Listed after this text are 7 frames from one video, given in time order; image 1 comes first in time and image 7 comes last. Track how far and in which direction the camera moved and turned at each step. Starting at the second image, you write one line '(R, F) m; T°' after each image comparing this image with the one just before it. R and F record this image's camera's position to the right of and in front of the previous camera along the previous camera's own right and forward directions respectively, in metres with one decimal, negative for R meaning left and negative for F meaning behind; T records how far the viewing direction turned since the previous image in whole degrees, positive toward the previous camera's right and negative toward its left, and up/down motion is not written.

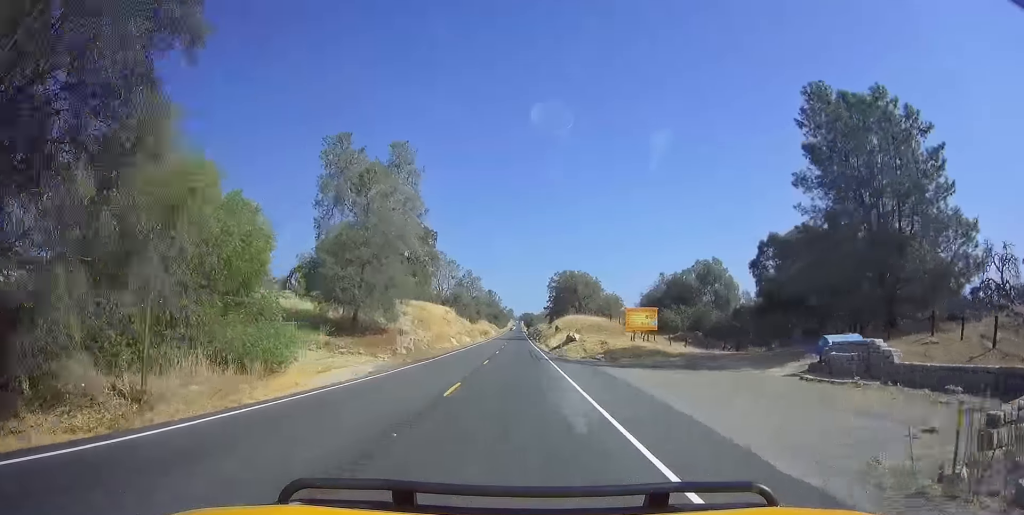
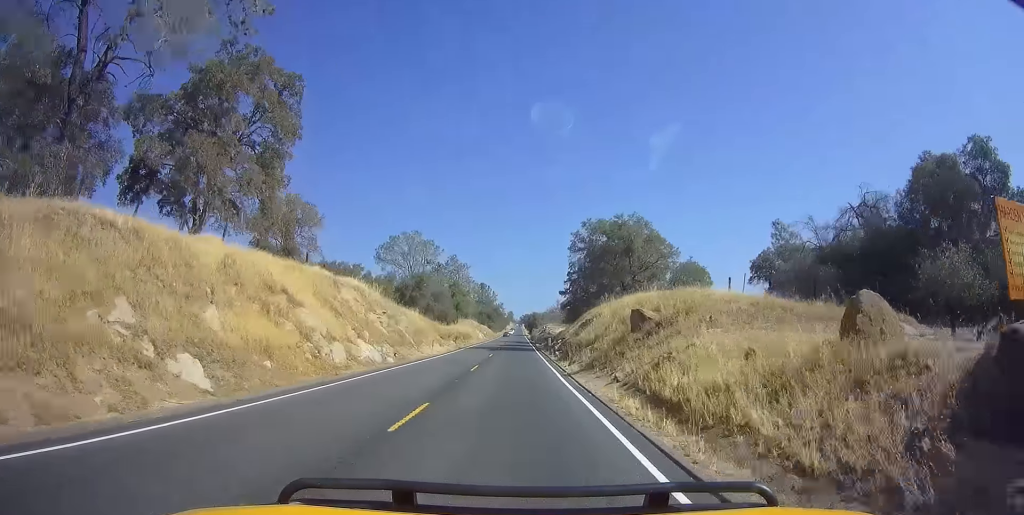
(-0.1, +49.7) m; 0°
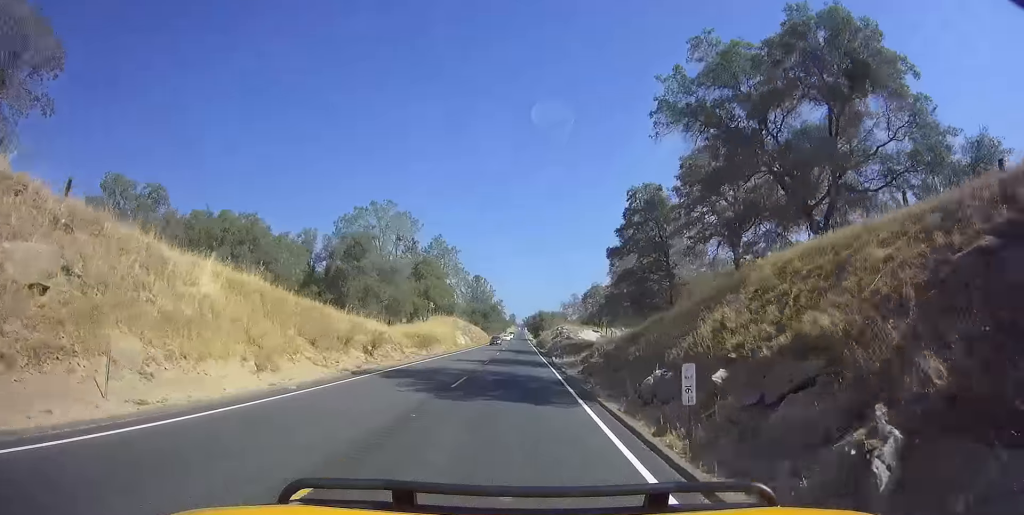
(+0.8, +36.9) m; 0°
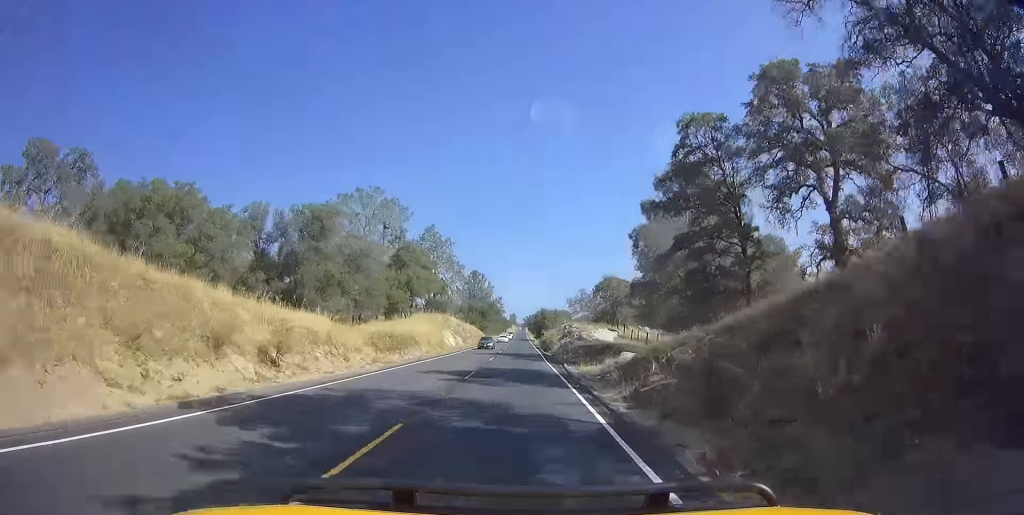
(+0.1, +11.3) m; -1°
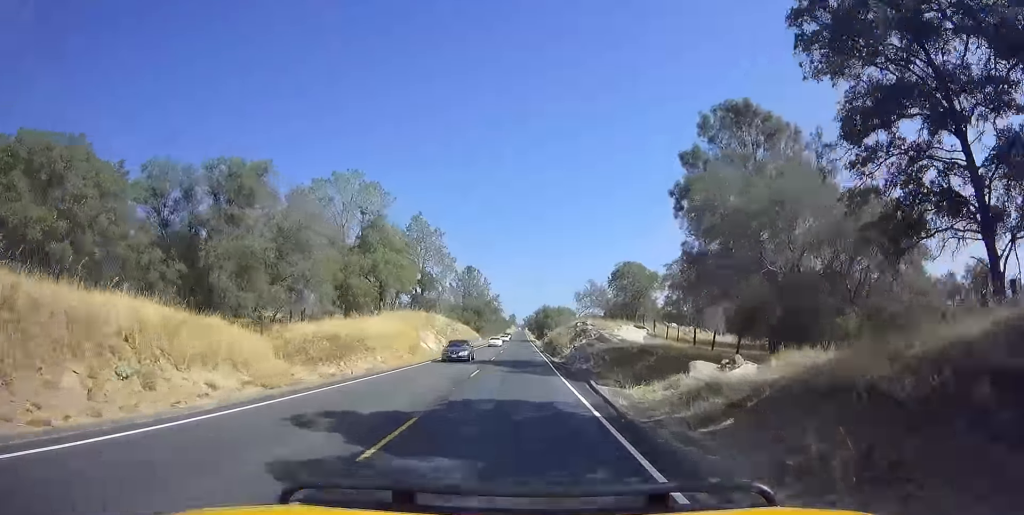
(-0.3, +12.9) m; -1°
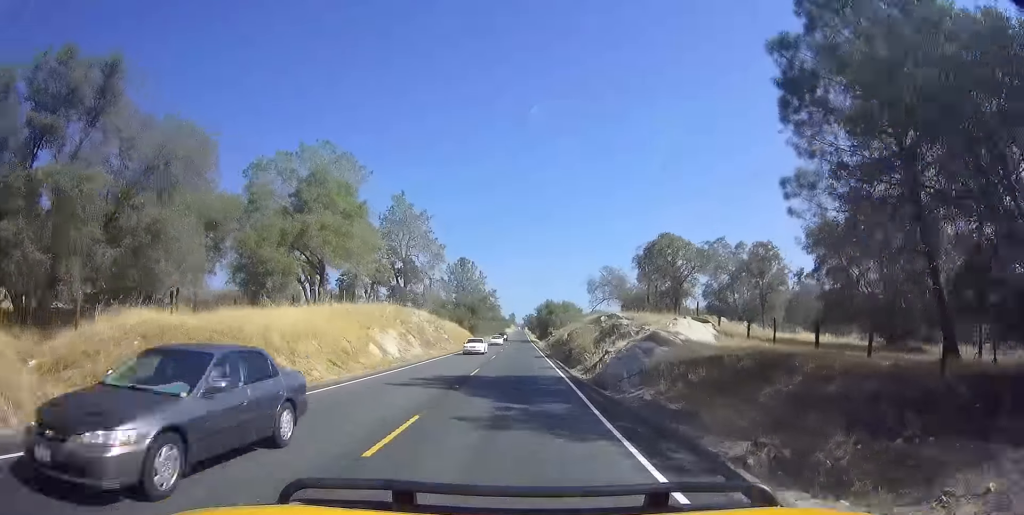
(-0.2, +14.6) m; -1°
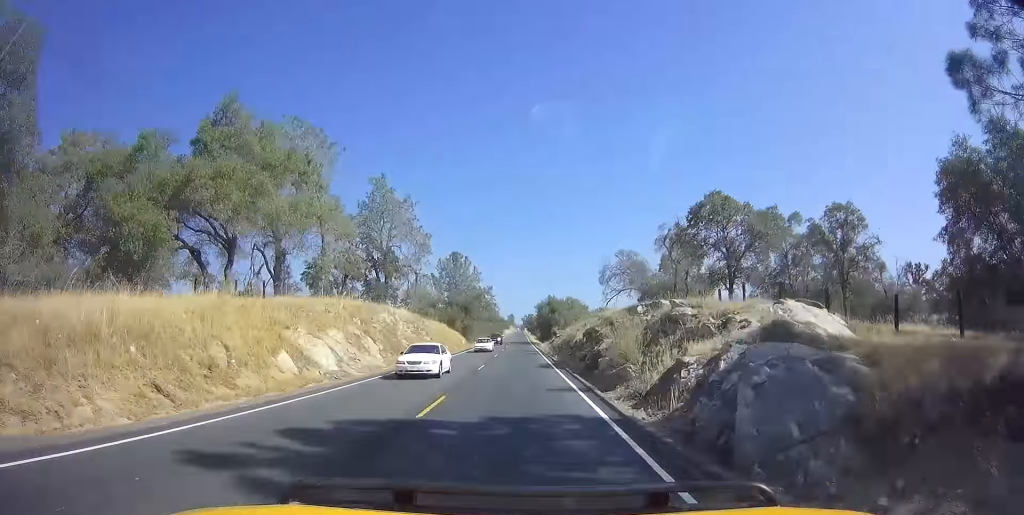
(0.0, +11.2) m; 0°
